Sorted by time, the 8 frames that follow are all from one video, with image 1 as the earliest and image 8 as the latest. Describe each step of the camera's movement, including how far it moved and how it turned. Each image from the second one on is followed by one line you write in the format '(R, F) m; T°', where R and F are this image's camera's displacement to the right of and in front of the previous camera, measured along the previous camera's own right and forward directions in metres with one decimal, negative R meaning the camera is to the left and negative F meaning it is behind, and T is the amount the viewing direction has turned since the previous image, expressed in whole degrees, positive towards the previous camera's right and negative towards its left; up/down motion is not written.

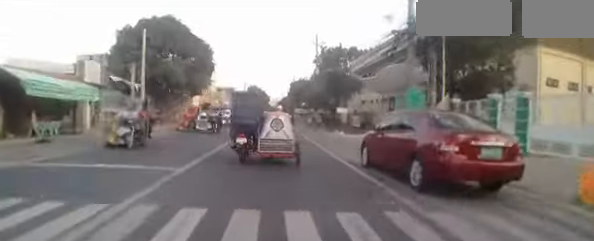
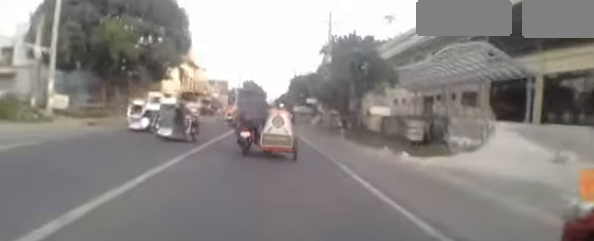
(+0.7, +11.9) m; +8°
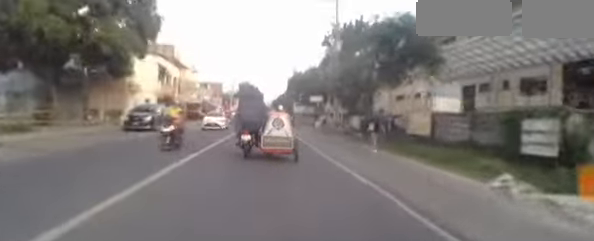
(+0.3, +7.5) m; +1°
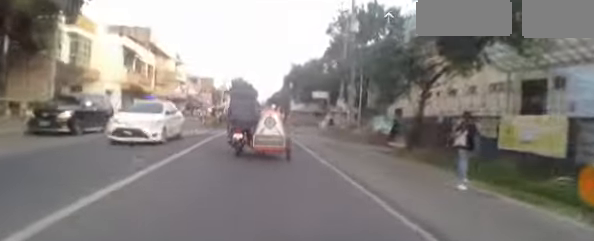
(-0.1, +7.3) m; +2°
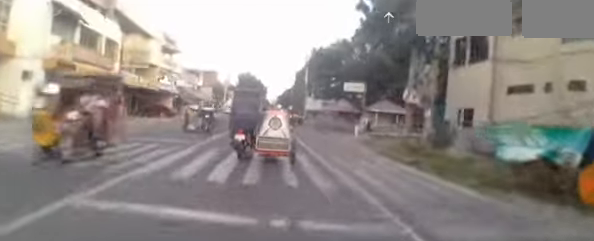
(+0.7, +11.3) m; +3°
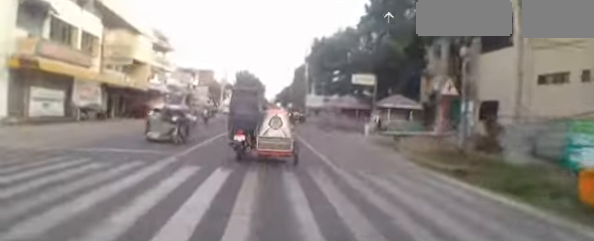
(-0.2, +2.7) m; -1°
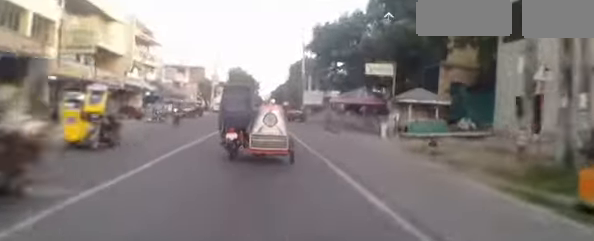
(0.0, +4.1) m; -1°
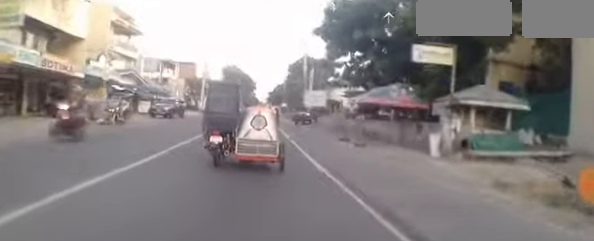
(+0.1, +6.1) m; -2°
